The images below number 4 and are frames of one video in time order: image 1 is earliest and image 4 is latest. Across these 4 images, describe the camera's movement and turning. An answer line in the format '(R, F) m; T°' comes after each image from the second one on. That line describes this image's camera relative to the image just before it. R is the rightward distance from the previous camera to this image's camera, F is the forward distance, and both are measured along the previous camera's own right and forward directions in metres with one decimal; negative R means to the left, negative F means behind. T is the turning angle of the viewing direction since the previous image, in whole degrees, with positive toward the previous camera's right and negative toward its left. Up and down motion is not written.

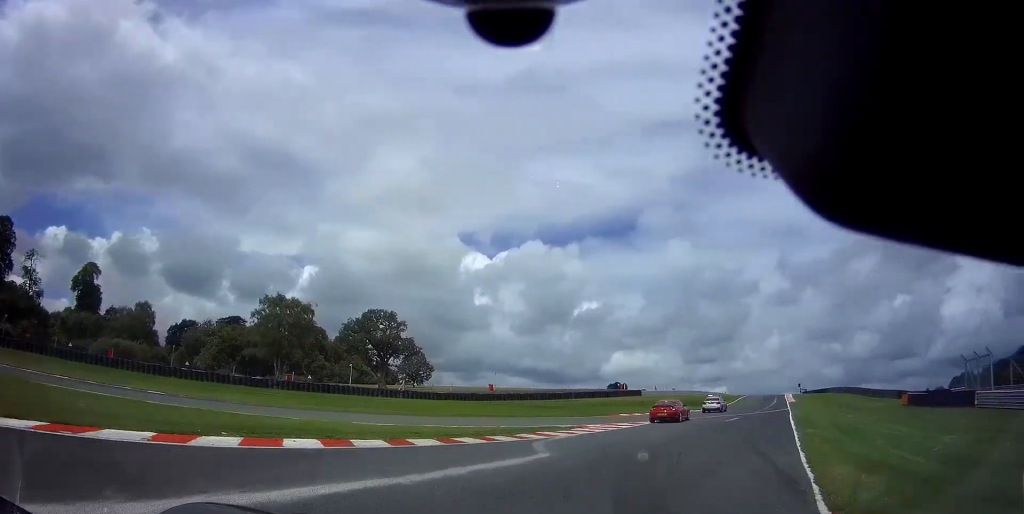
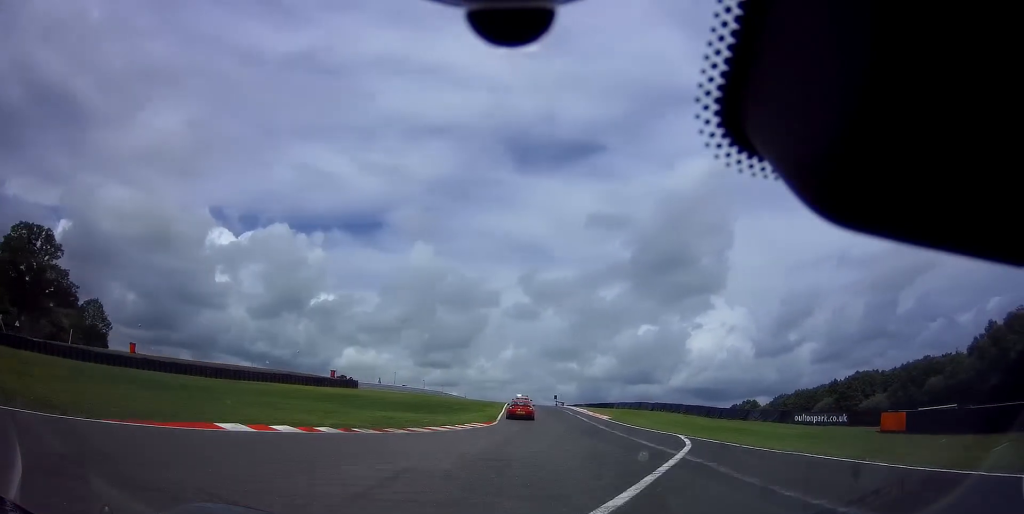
(+8.6, +28.6) m; +26°
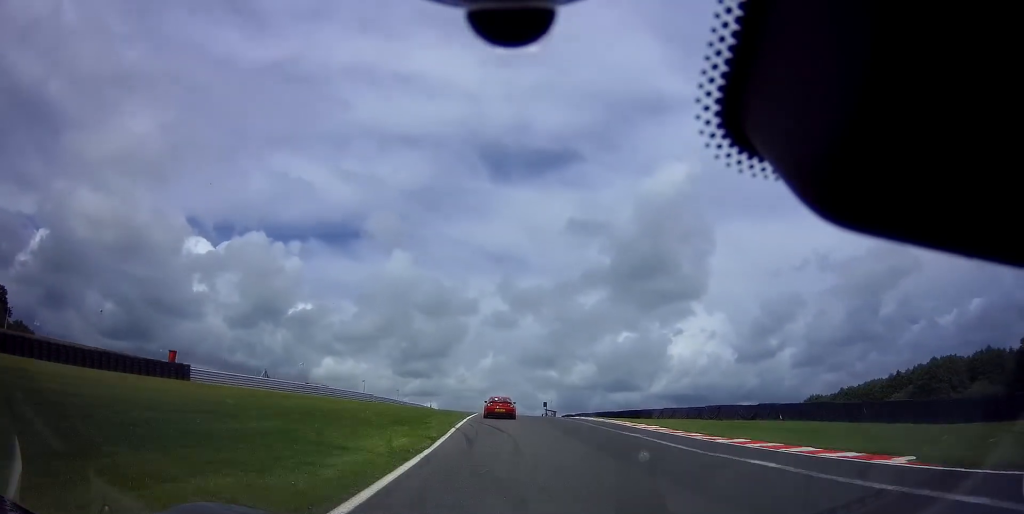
(+2.0, +34.6) m; +3°
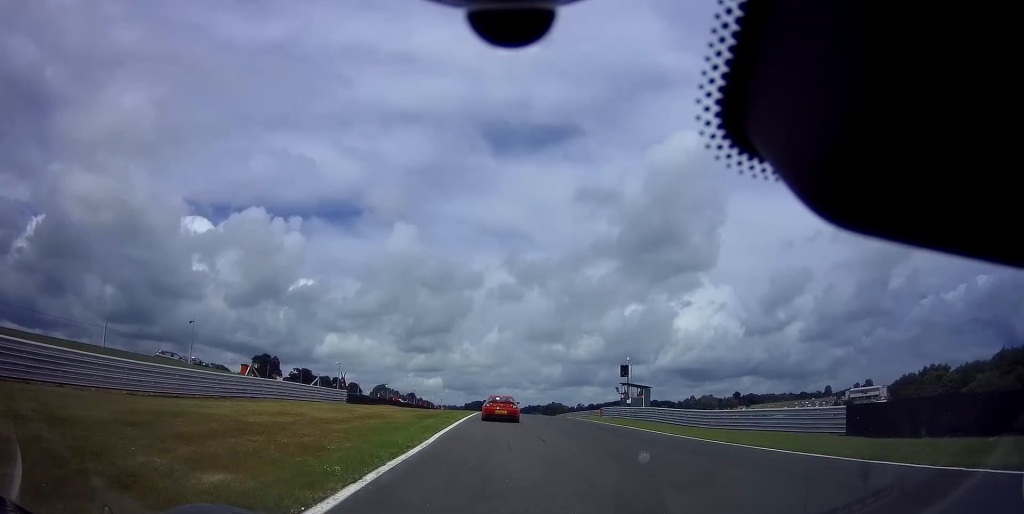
(-0.8, +77.8) m; 0°
